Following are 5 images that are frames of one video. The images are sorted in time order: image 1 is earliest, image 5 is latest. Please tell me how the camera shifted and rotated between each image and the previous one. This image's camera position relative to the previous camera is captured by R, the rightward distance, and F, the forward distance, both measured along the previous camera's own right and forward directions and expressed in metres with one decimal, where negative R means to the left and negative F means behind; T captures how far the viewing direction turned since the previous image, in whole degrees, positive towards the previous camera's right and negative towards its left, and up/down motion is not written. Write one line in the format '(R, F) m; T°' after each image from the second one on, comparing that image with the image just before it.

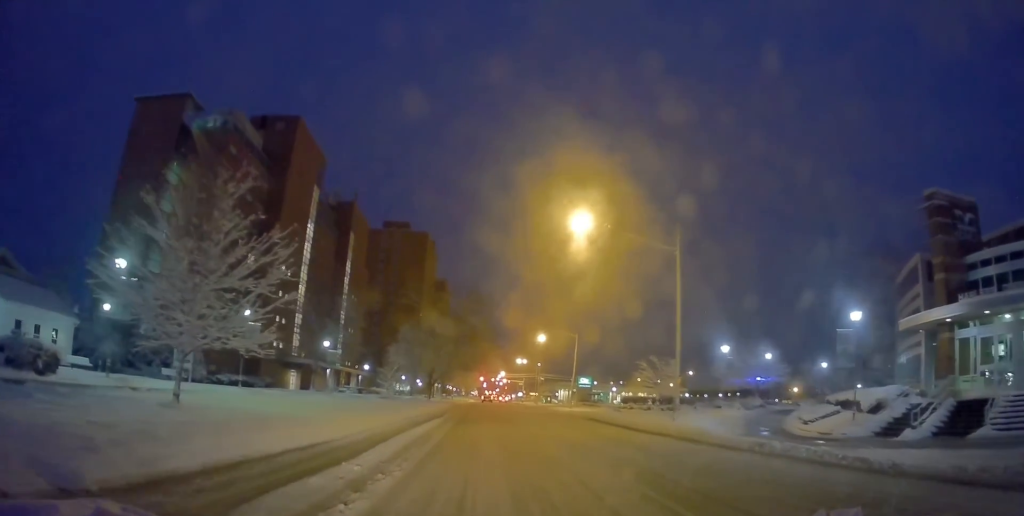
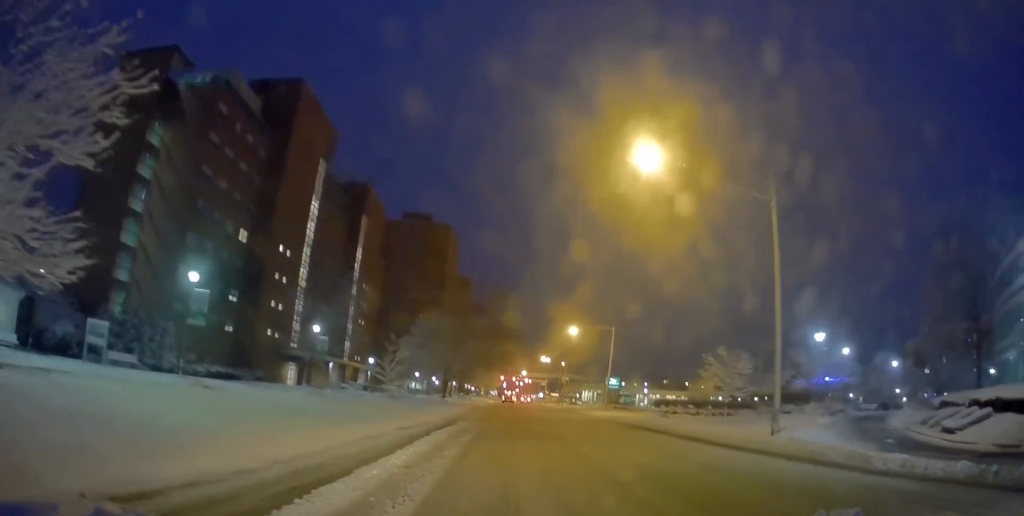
(+0.1, +8.4) m; 0°
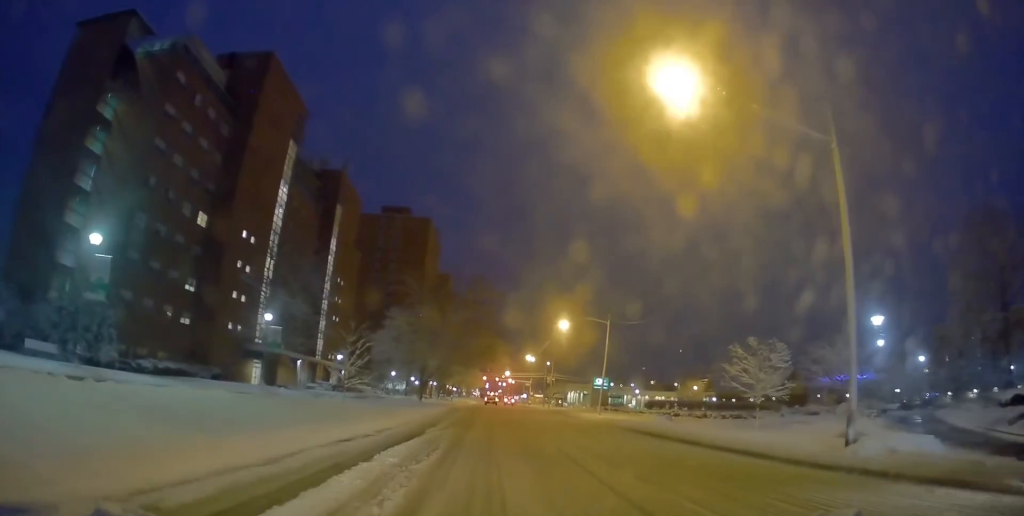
(-0.2, +6.3) m; 0°
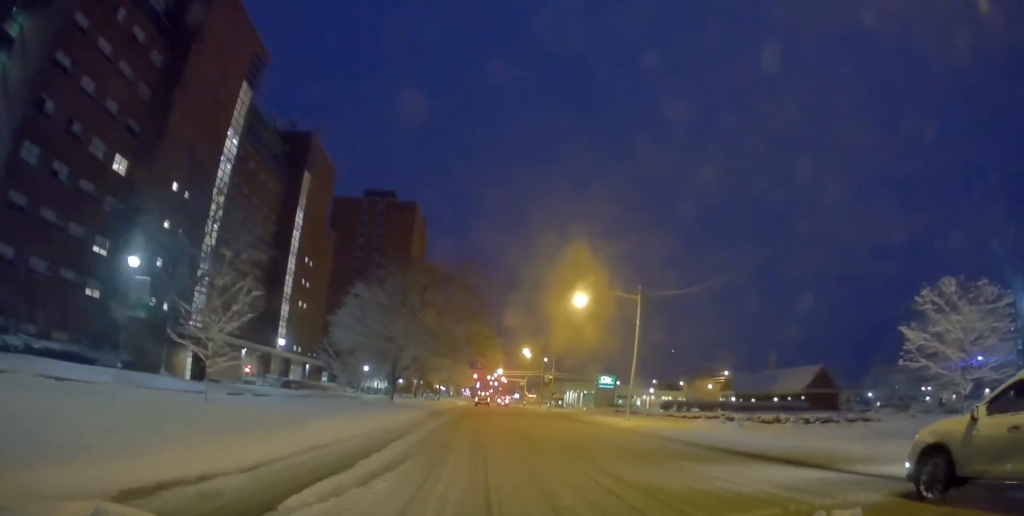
(-0.2, +13.5) m; +2°
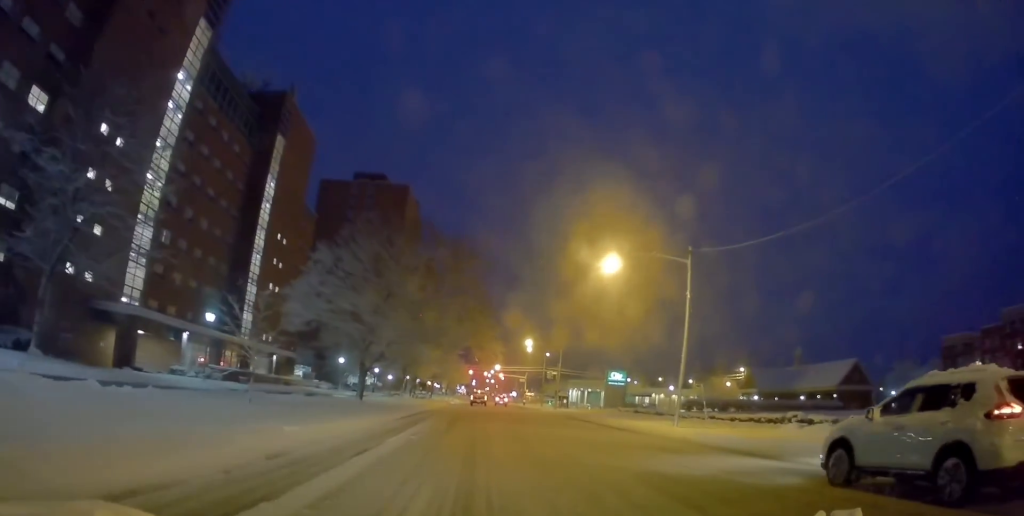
(+0.6, +9.6) m; -4°
